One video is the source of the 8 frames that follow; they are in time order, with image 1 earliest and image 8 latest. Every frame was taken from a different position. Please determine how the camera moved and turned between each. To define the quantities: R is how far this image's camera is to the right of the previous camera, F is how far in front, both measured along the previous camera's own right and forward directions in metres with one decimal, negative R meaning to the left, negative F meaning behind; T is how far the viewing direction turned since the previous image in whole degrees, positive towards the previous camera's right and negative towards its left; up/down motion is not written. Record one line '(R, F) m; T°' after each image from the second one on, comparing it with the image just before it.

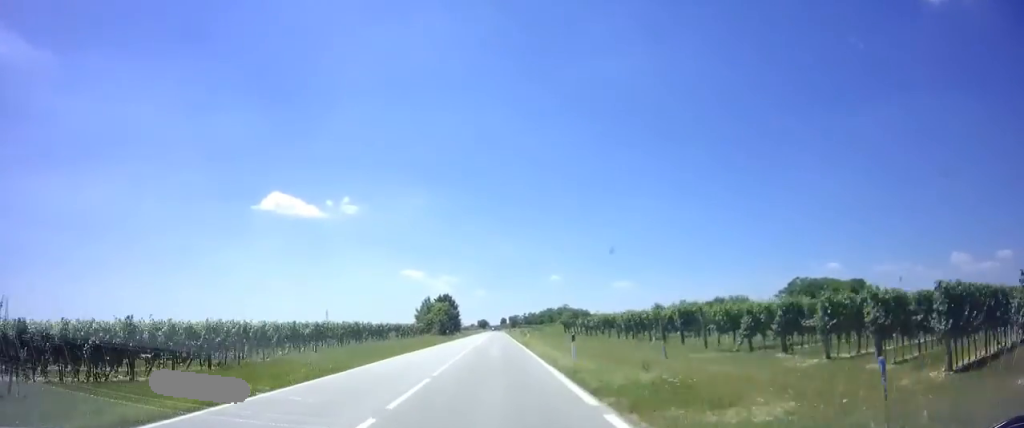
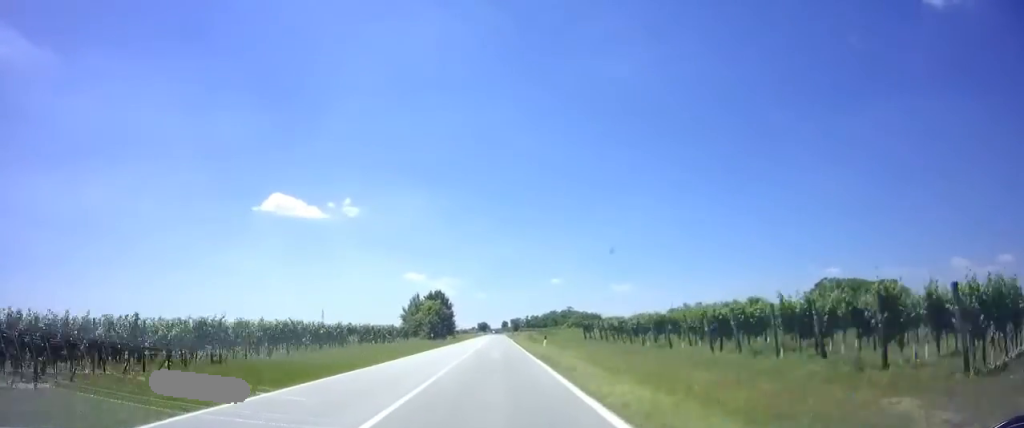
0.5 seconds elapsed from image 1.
(-0.2, +15.5) m; 0°
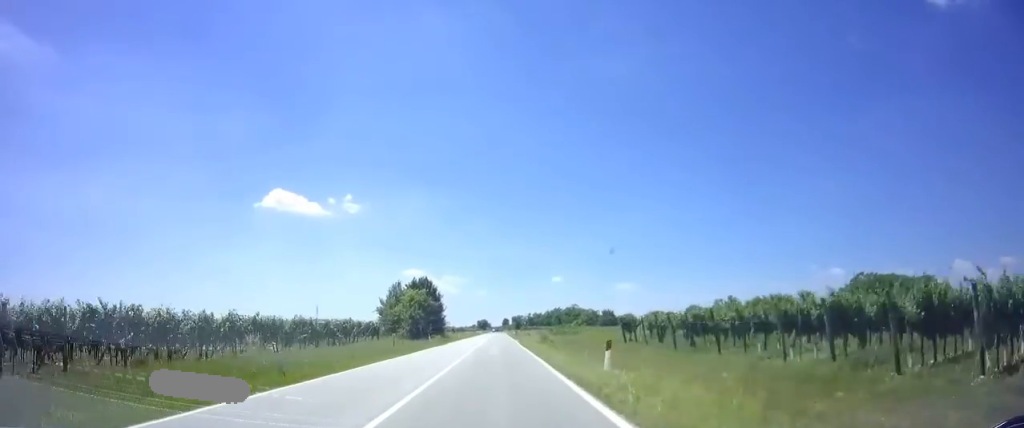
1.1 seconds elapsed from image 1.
(+0.1, +18.6) m; 0°
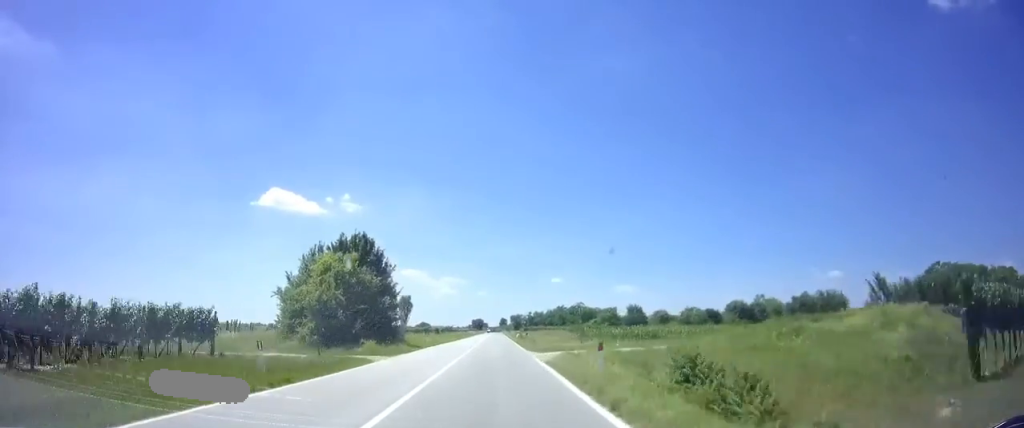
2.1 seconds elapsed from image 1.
(+0.1, +31.0) m; 0°
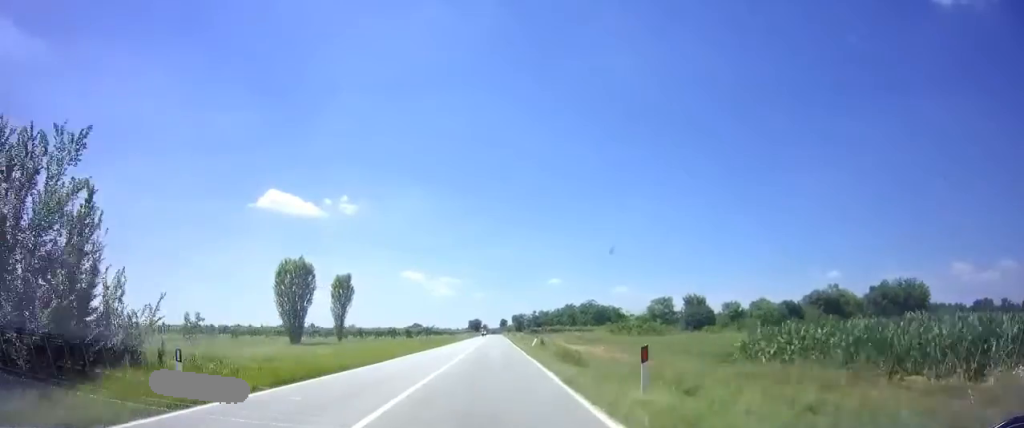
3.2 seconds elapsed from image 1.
(0.0, +35.3) m; 0°
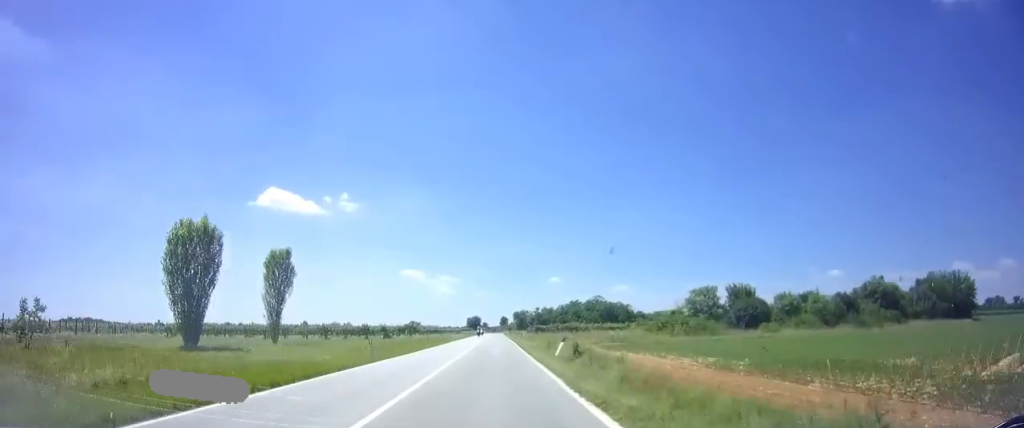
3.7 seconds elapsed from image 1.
(+0.2, +15.6) m; 0°
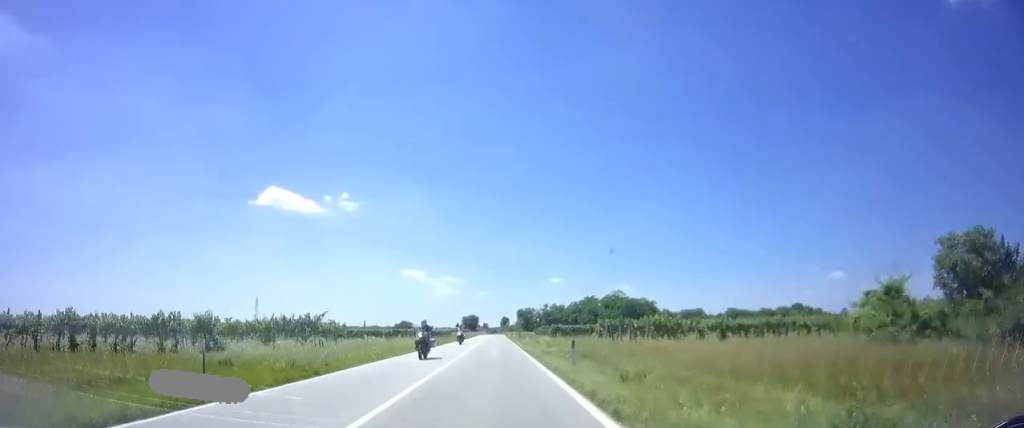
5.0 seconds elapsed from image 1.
(-0.3, +38.8) m; 0°
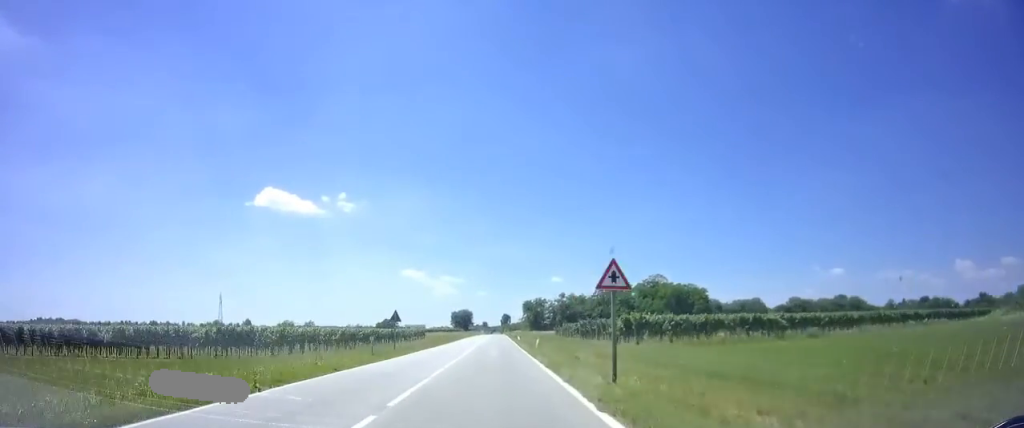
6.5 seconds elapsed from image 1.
(0.0, +49.8) m; 0°
